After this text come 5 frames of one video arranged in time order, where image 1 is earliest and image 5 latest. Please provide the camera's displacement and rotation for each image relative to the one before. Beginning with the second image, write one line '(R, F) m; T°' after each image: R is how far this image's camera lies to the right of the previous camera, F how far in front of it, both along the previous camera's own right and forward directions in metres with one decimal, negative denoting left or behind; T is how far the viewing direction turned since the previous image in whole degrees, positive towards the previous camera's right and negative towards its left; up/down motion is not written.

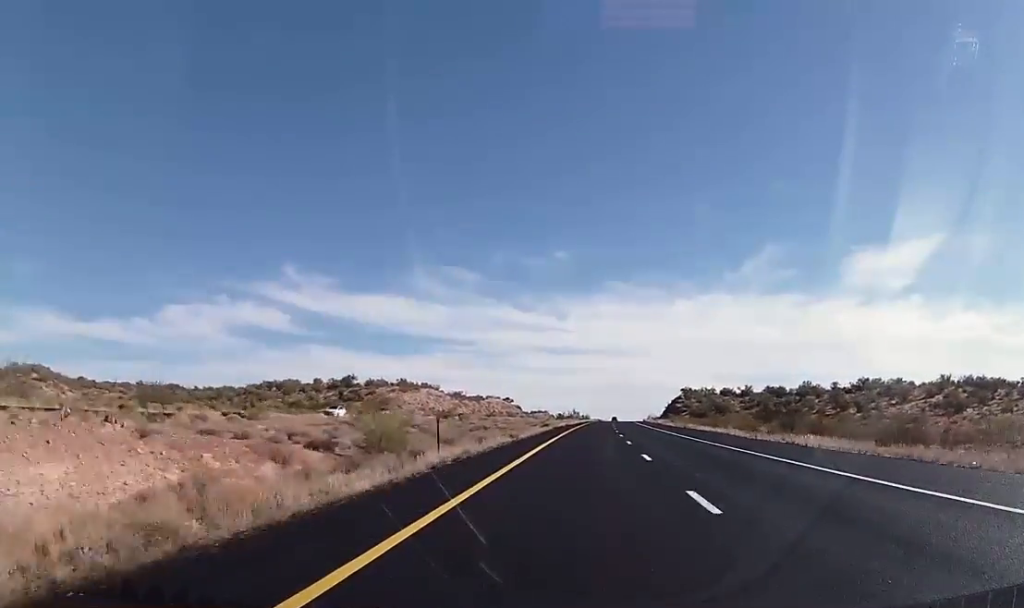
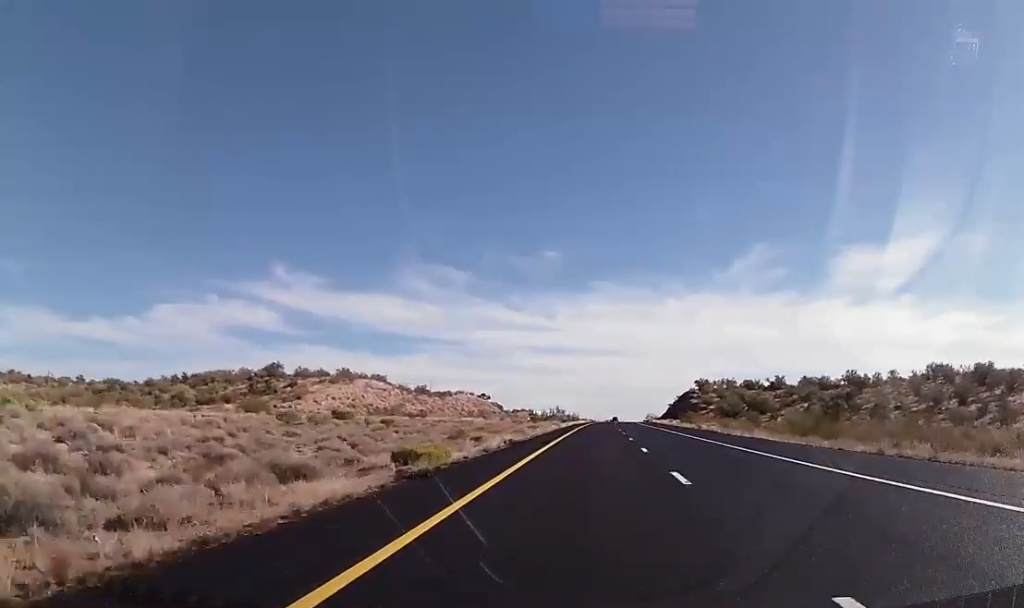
(-0.2, +56.0) m; 0°
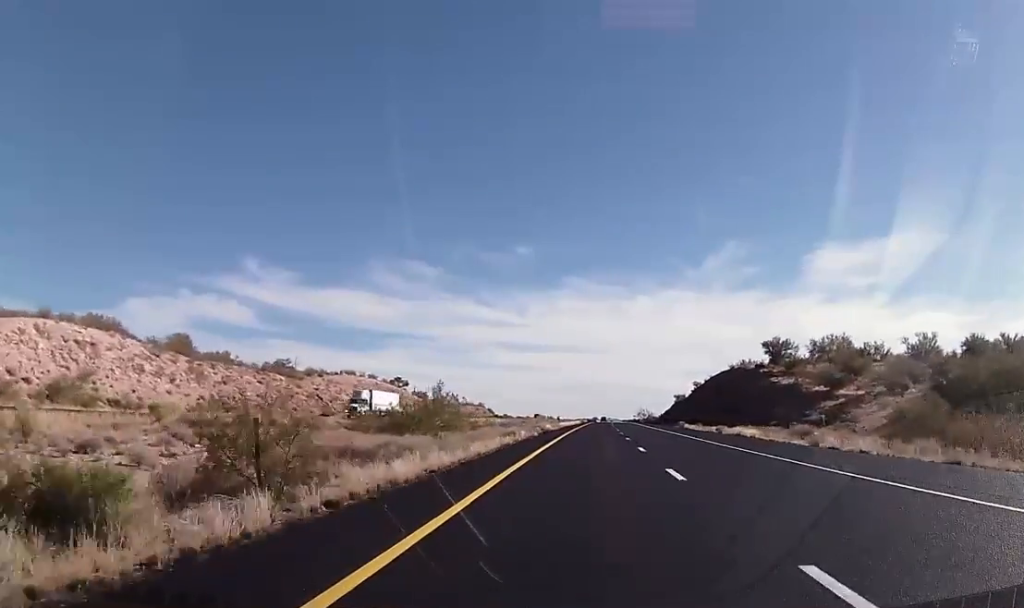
(+2.1, +108.7) m; +1°
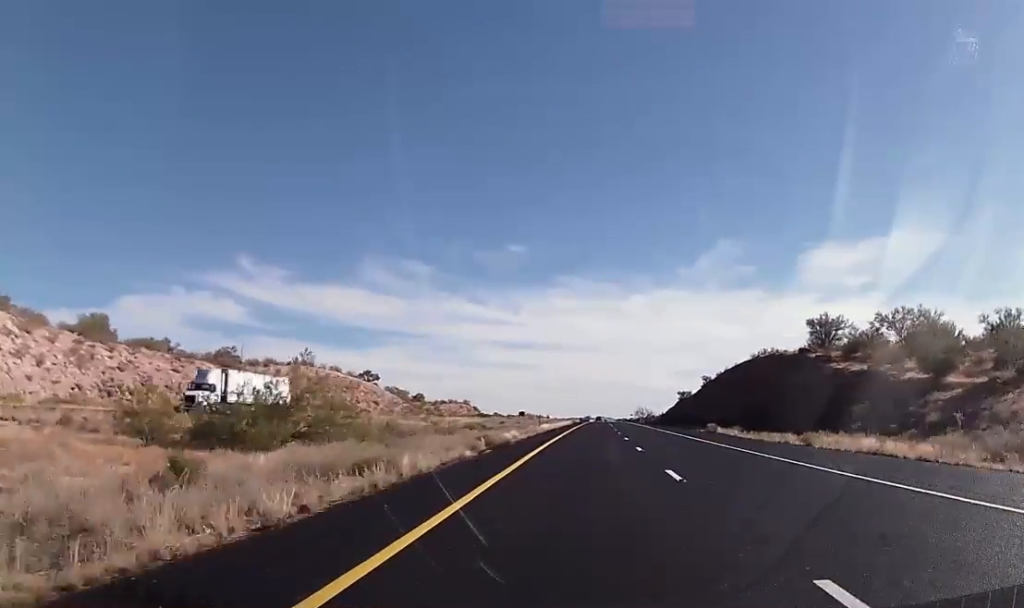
(-0.3, +24.6) m; +1°
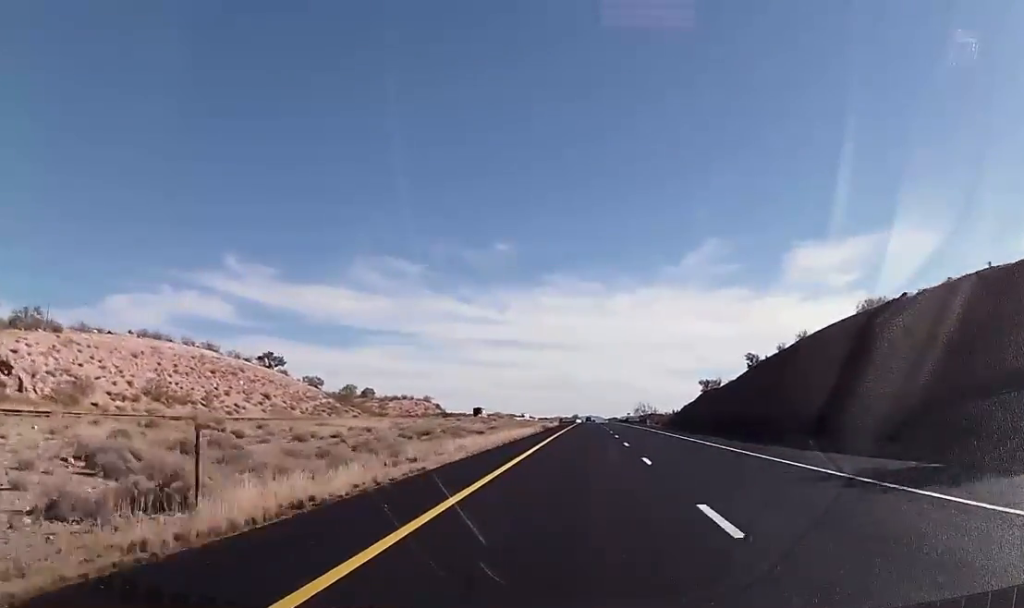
(+1.2, +55.5) m; +1°
